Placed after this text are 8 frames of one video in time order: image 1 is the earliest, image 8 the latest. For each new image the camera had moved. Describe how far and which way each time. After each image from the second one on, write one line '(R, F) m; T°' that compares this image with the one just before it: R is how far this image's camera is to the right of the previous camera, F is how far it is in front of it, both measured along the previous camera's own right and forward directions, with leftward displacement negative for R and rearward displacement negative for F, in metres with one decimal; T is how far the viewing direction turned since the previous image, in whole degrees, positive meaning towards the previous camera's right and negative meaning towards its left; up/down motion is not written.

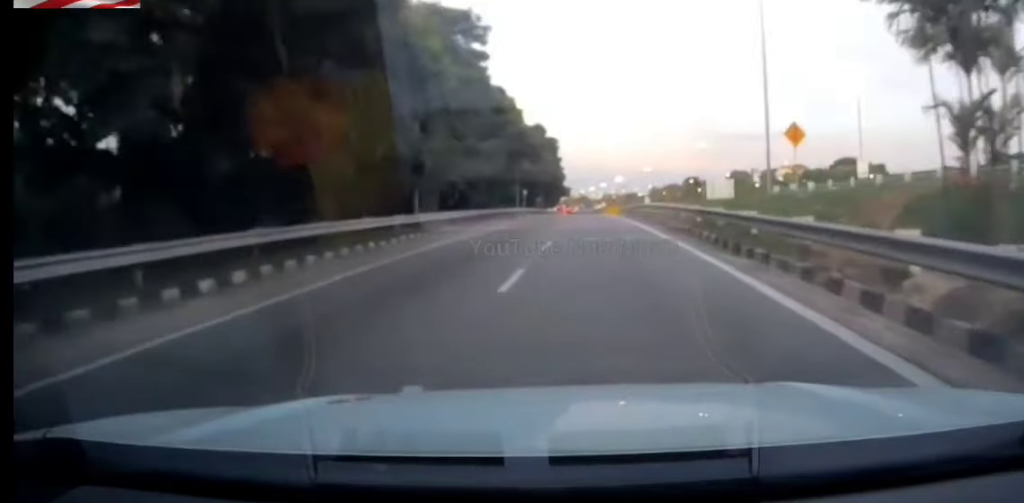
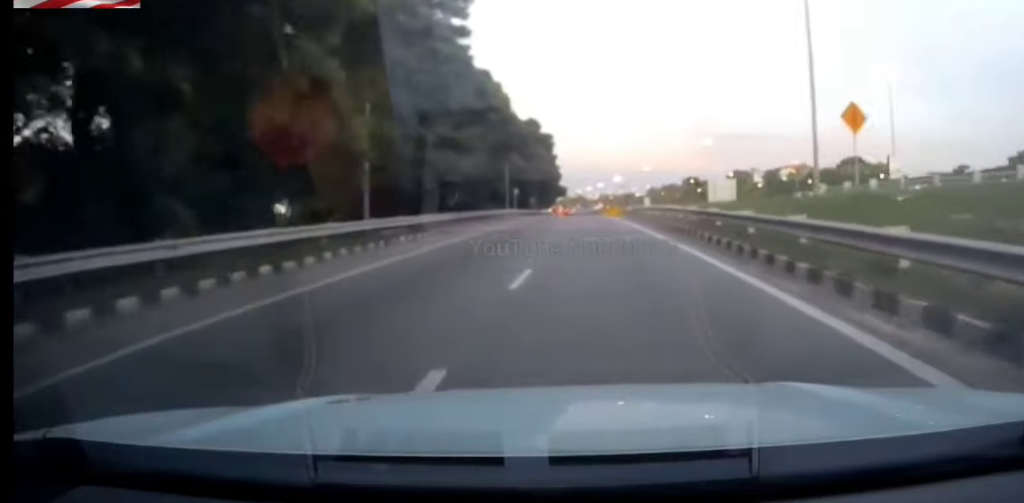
(+0.1, +7.2) m; 0°
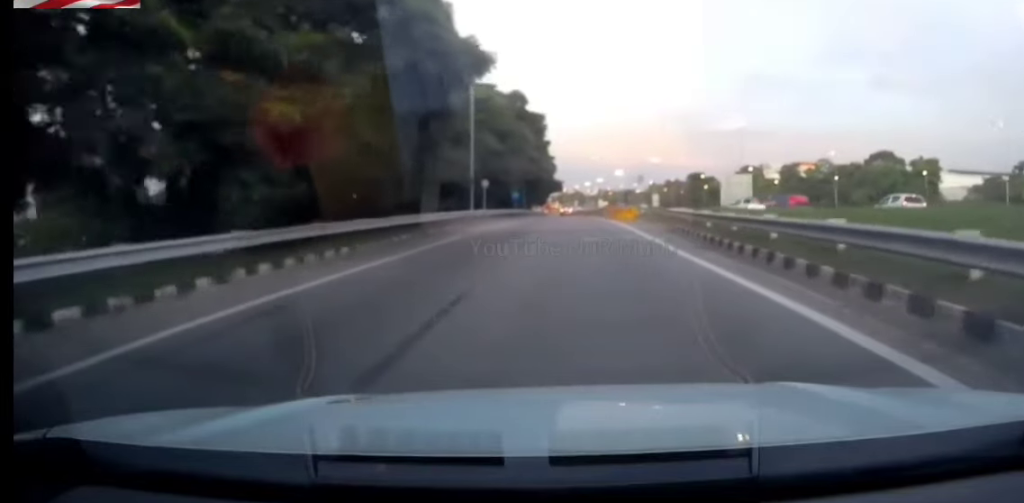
(0.0, +20.5) m; +1°
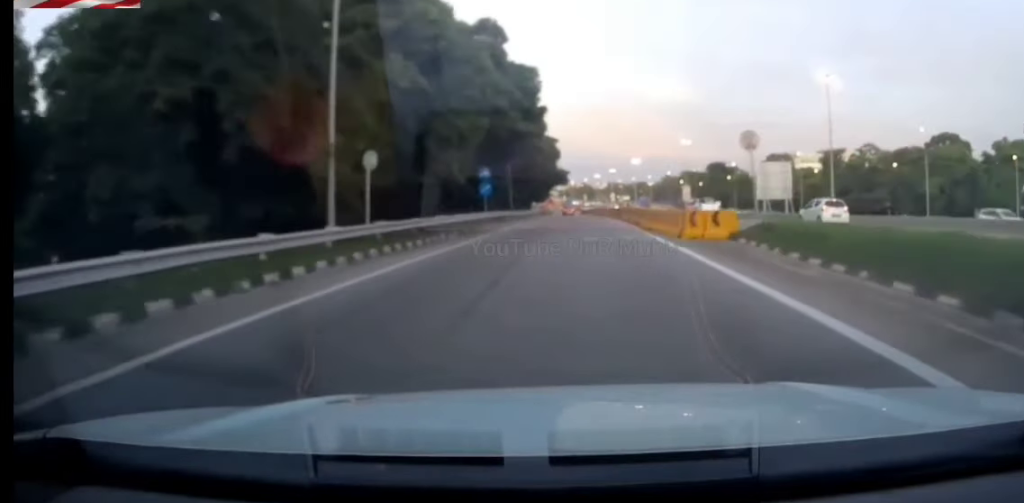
(+0.4, +27.8) m; +1°
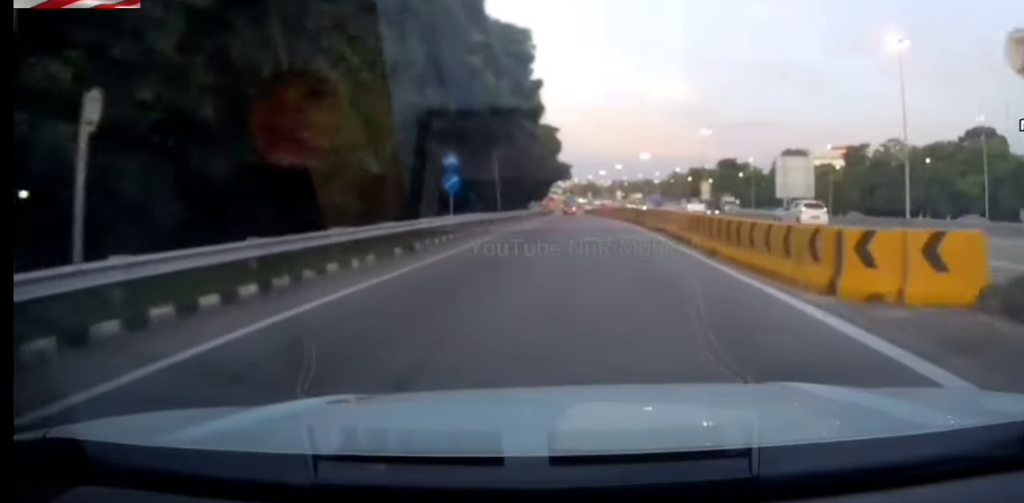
(0.0, +12.5) m; 0°
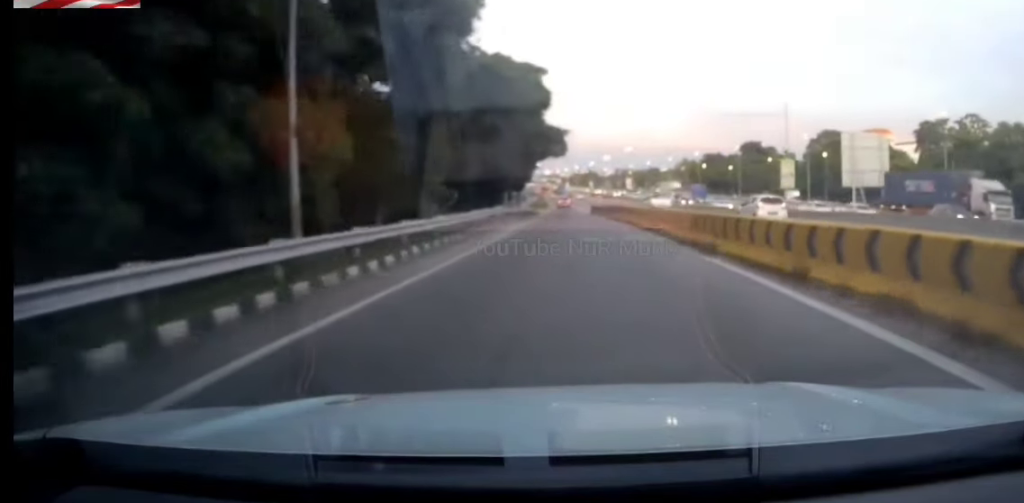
(-0.8, +36.3) m; -2°
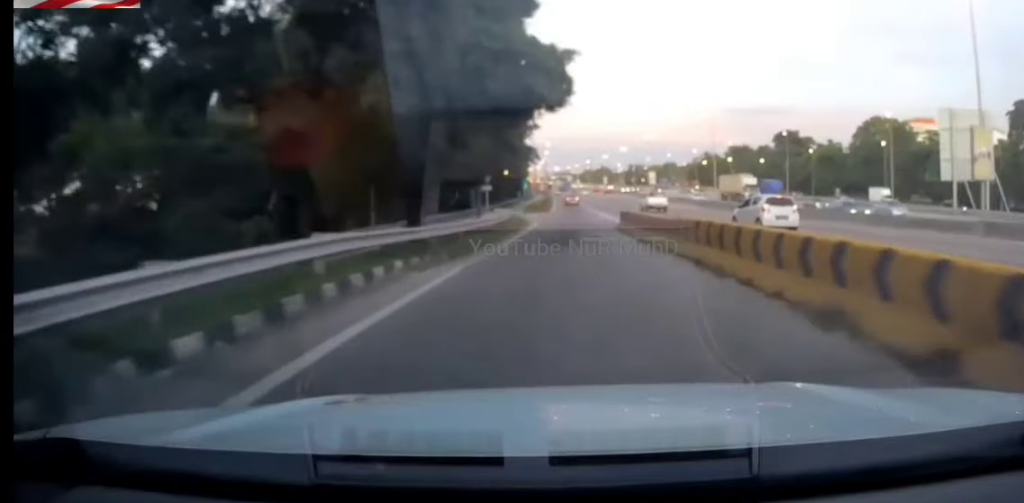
(+0.6, +28.3) m; +2°
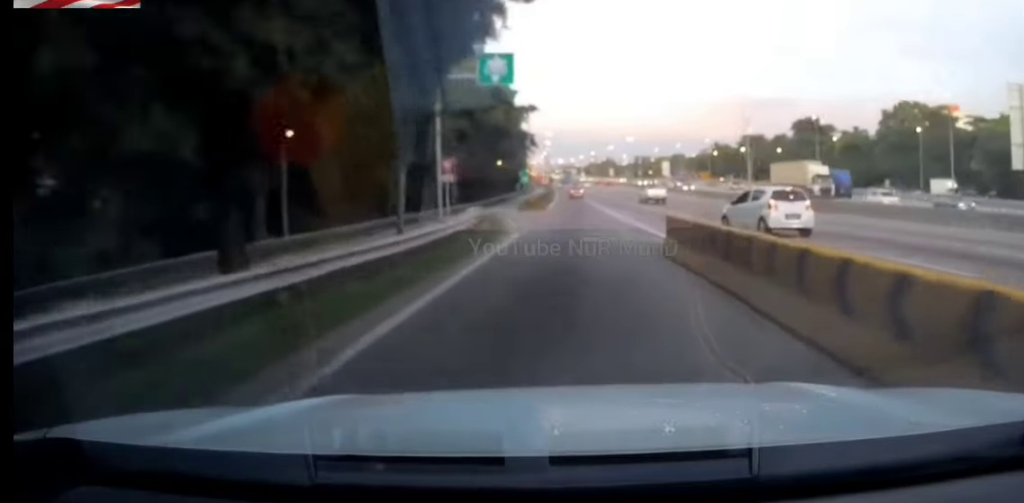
(+0.1, +13.5) m; 0°
